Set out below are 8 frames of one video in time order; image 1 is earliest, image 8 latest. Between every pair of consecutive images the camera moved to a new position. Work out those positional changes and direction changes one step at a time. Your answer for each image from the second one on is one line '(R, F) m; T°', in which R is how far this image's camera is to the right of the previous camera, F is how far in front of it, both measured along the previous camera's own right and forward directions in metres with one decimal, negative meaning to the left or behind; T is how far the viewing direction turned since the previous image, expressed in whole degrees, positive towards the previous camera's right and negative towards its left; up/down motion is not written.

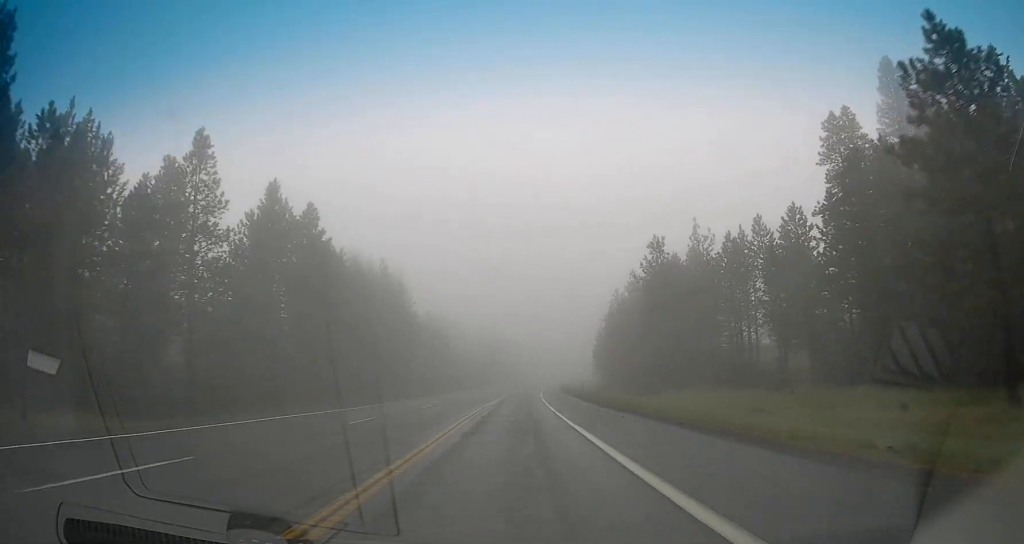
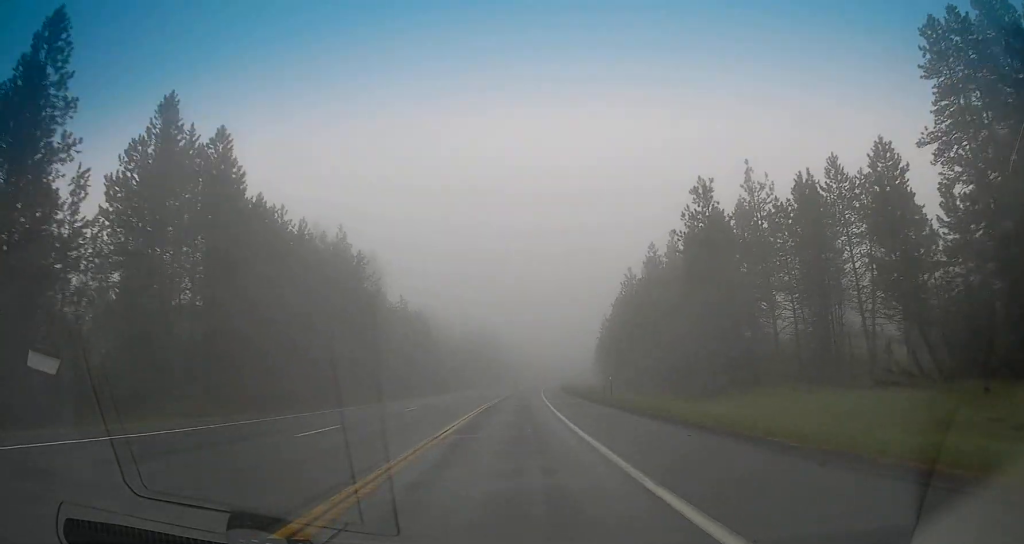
(+0.7, +20.4) m; +1°
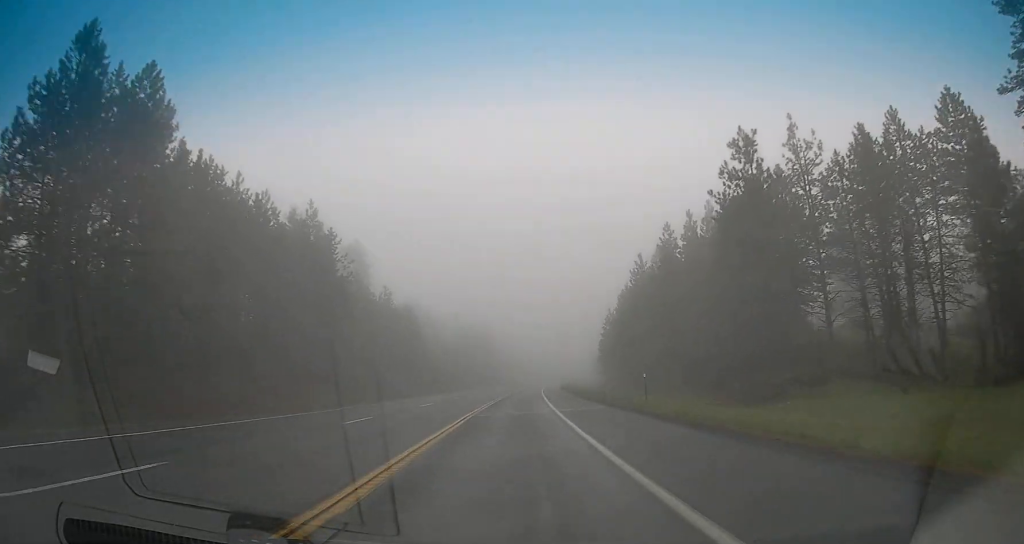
(+0.4, +10.6) m; +1°
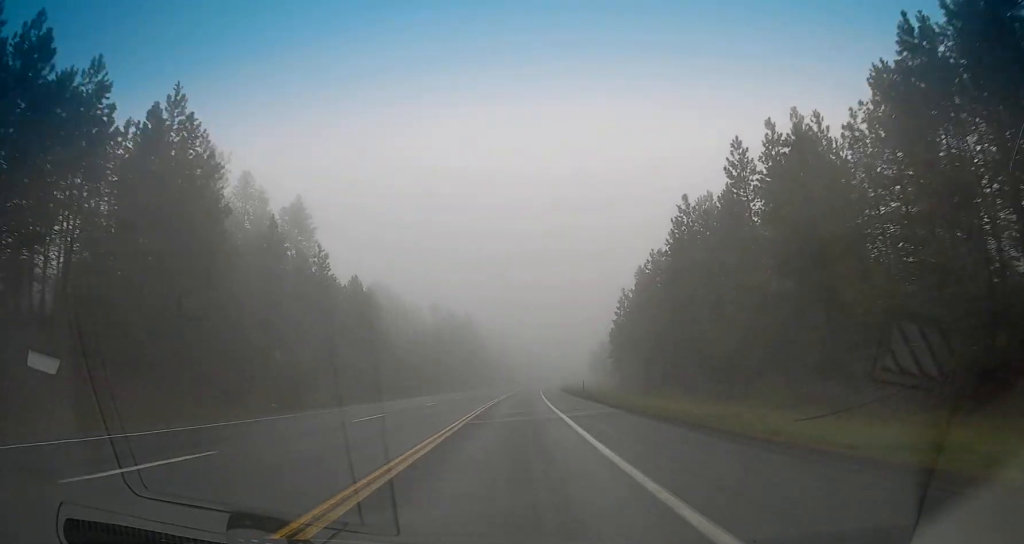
(-0.7, +28.6) m; 0°
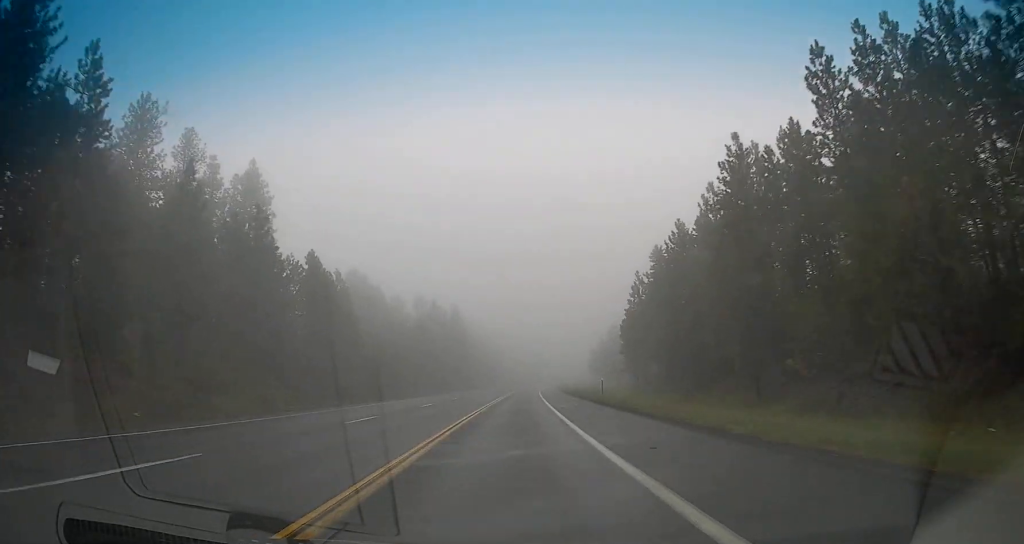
(+0.3, +16.2) m; +2°
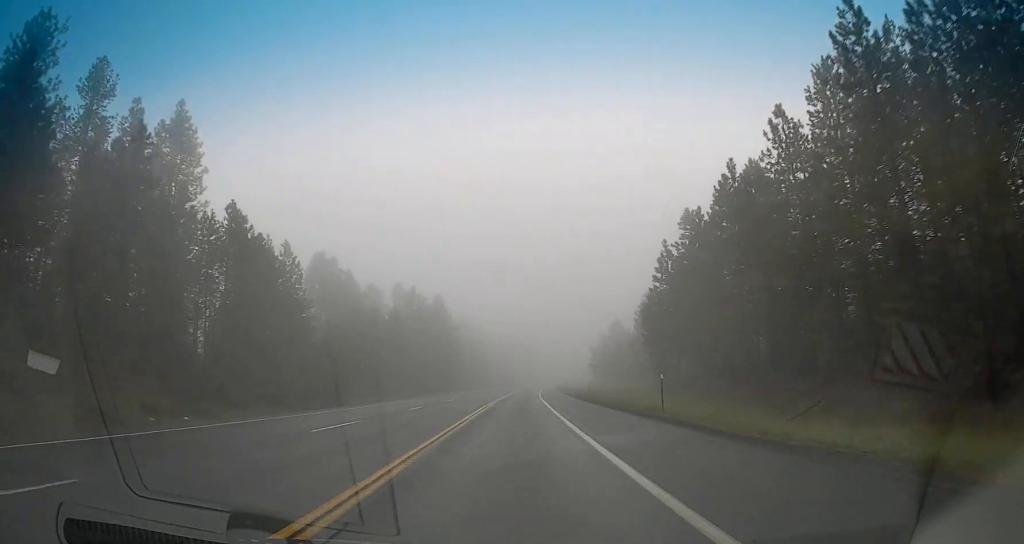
(+0.4, +18.8) m; +1°
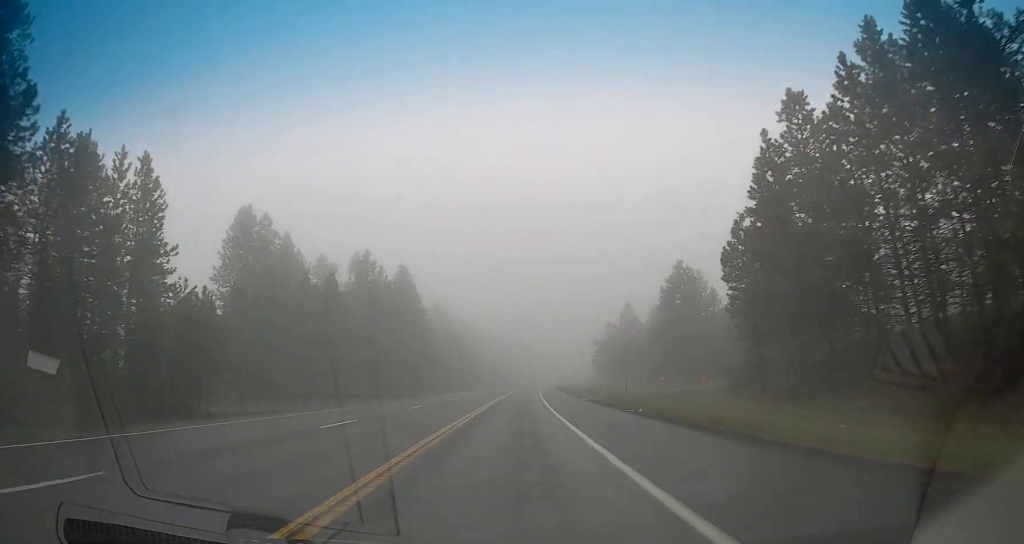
(+0.3, +29.6) m; +1°
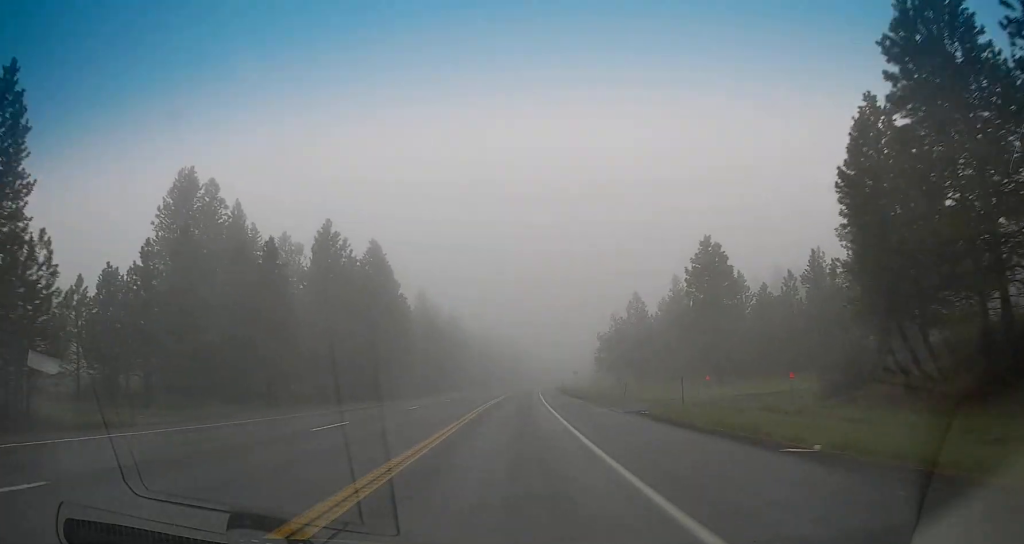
(-0.3, +16.1) m; 0°
